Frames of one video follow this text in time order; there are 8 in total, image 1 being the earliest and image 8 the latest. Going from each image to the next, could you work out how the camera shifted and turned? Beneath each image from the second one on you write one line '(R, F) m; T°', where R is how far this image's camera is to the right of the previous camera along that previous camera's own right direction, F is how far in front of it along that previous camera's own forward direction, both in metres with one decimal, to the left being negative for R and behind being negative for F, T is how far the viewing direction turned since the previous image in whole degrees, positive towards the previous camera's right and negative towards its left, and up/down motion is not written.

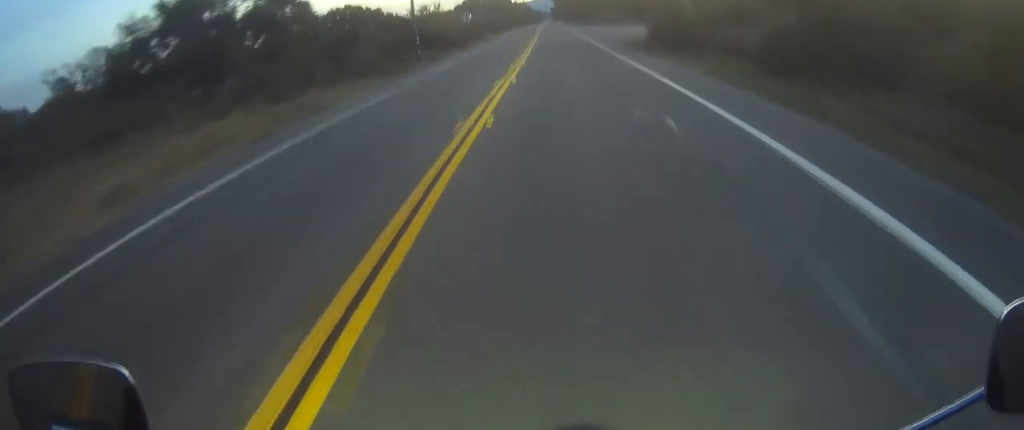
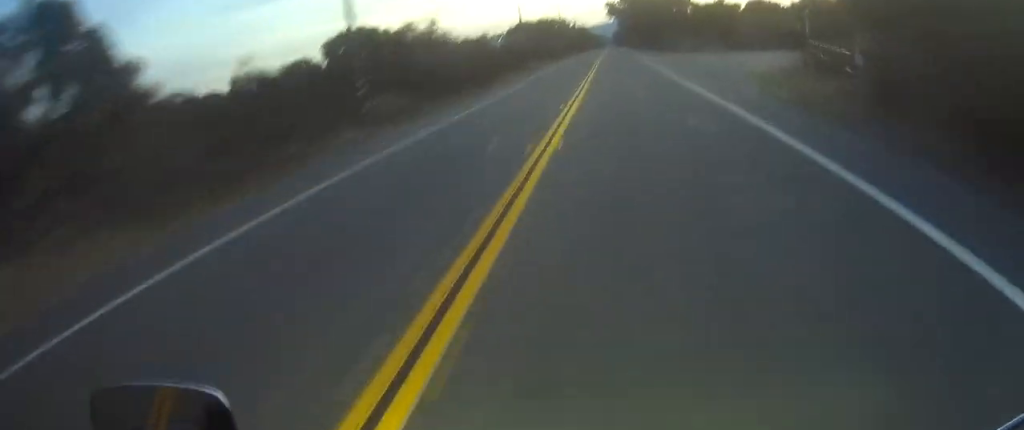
(-0.2, +20.1) m; 0°
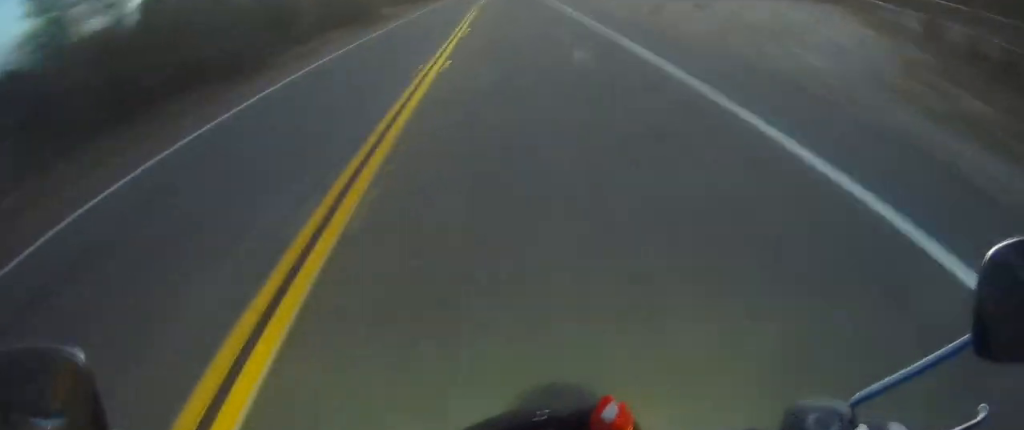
(+0.1, +19.7) m; 0°
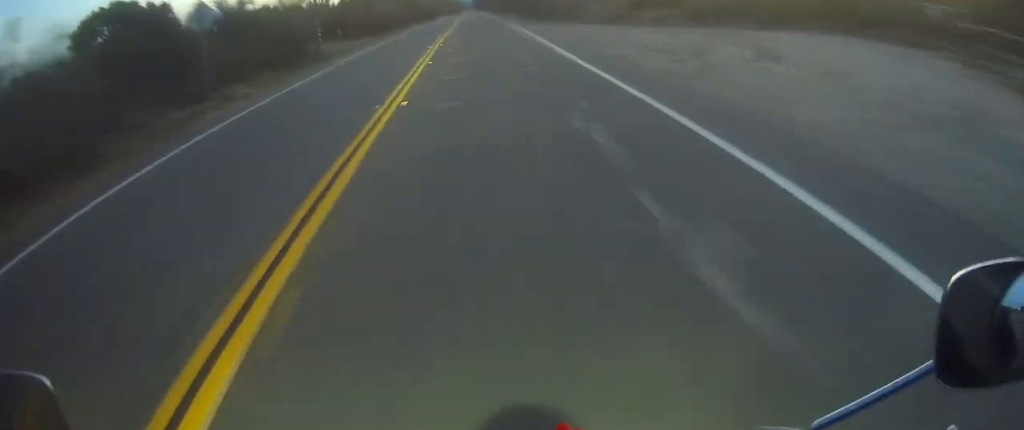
(0.0, +8.4) m; 0°
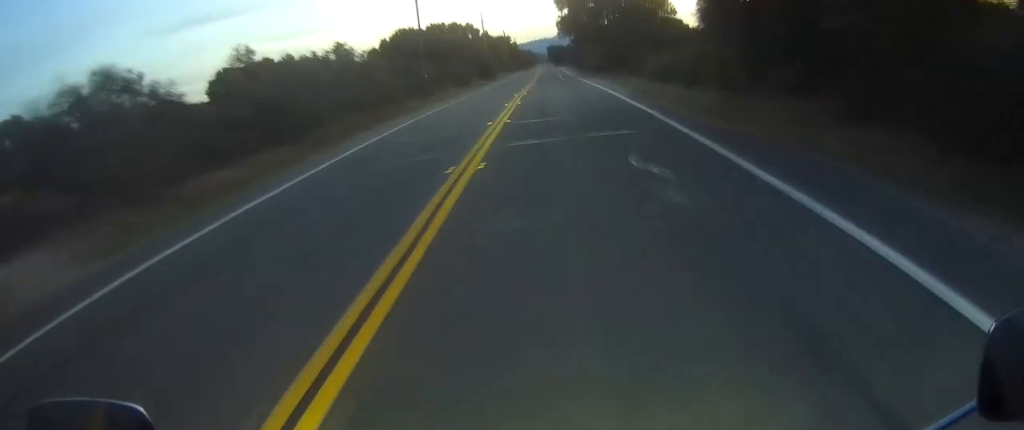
(+0.1, +44.7) m; 0°
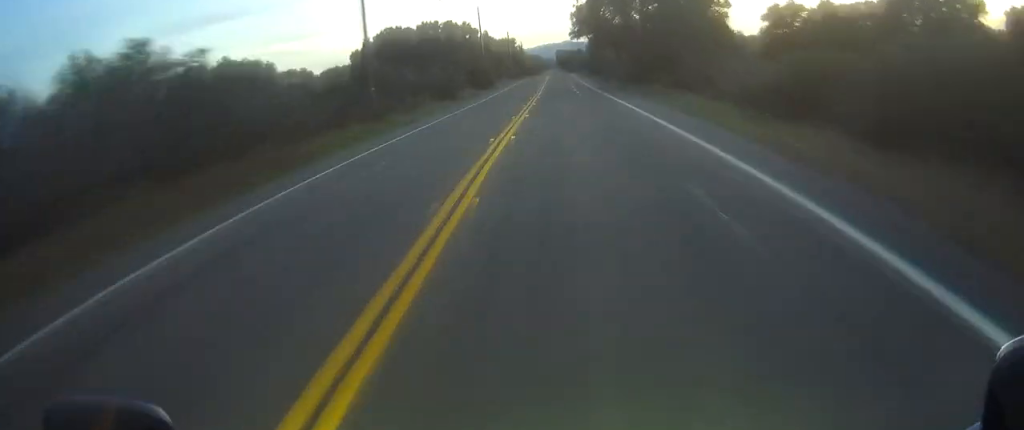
(0.0, +16.7) m; 0°
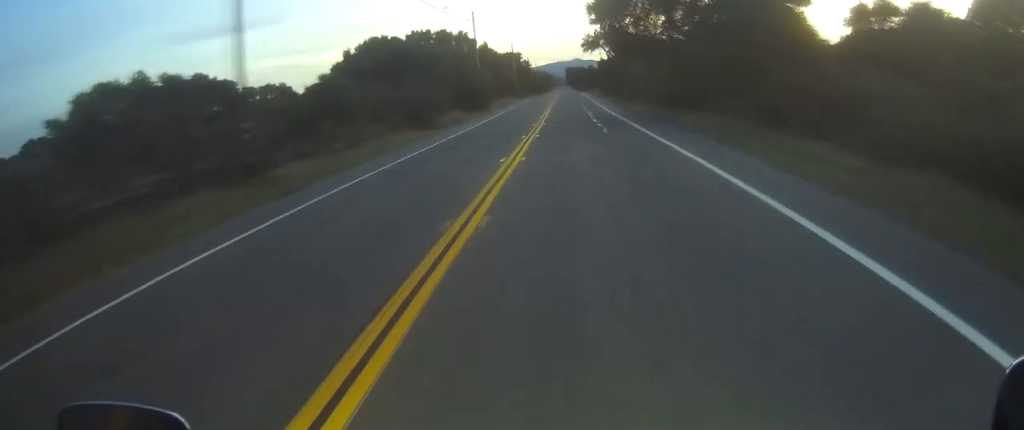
(+0.1, +13.9) m; 0°
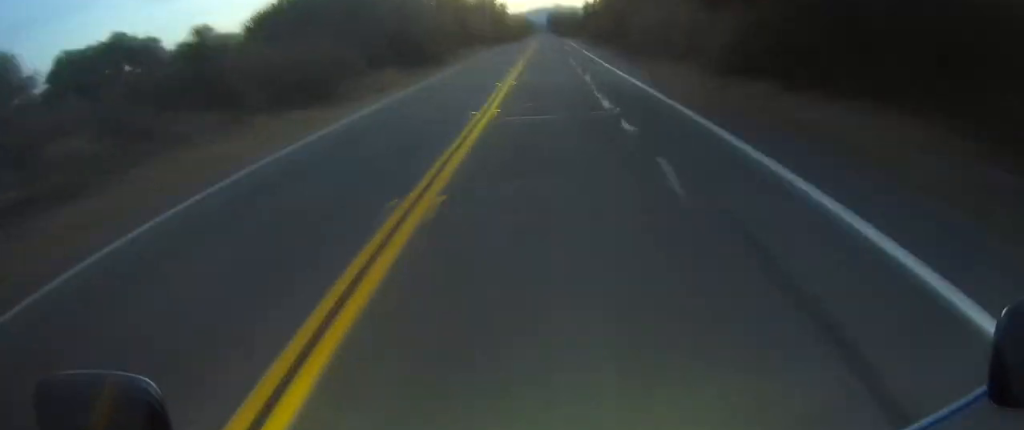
(0.0, +15.9) m; +1°
